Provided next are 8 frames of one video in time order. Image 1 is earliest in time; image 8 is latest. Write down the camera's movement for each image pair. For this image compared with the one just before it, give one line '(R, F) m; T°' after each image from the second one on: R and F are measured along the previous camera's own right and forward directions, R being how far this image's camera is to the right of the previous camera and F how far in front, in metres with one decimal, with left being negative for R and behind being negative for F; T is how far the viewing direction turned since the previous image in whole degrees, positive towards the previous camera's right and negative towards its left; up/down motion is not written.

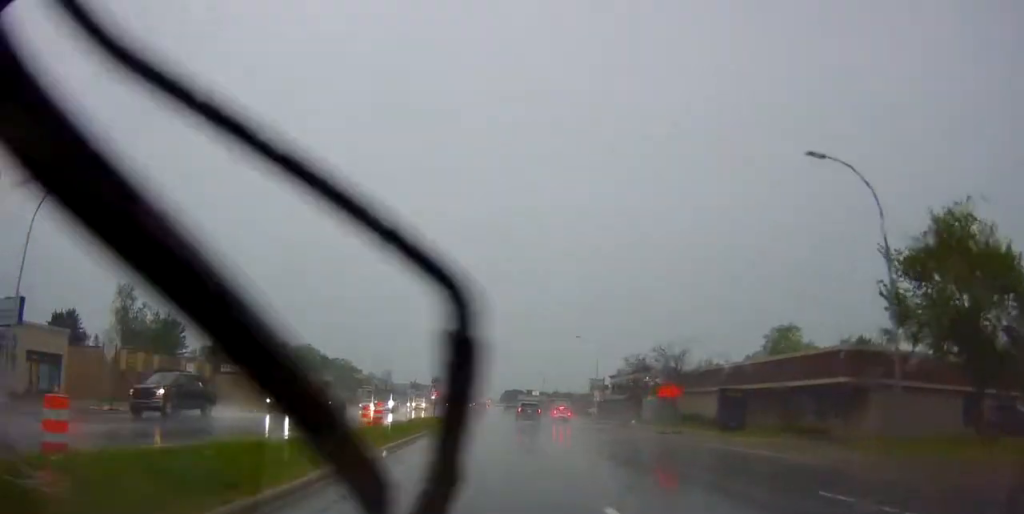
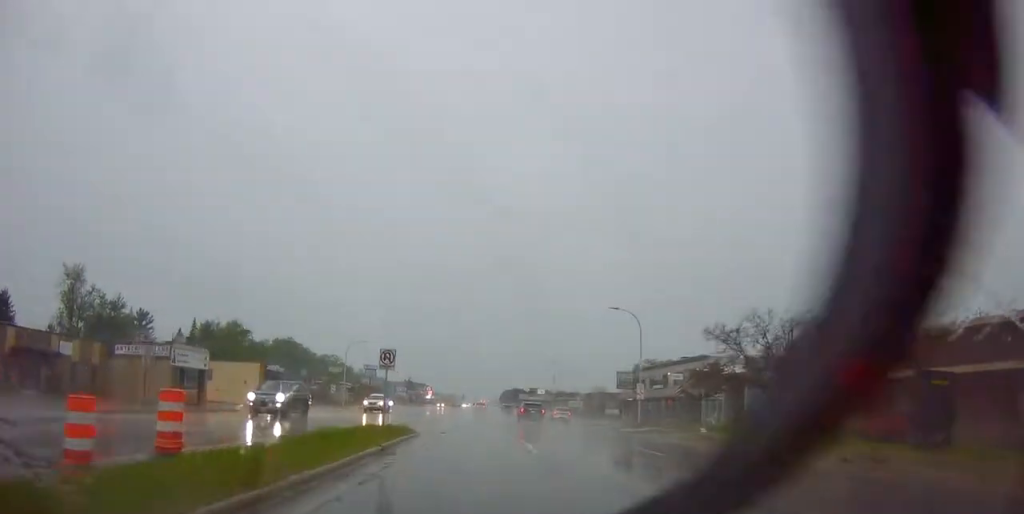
(-0.2, +19.0) m; +1°
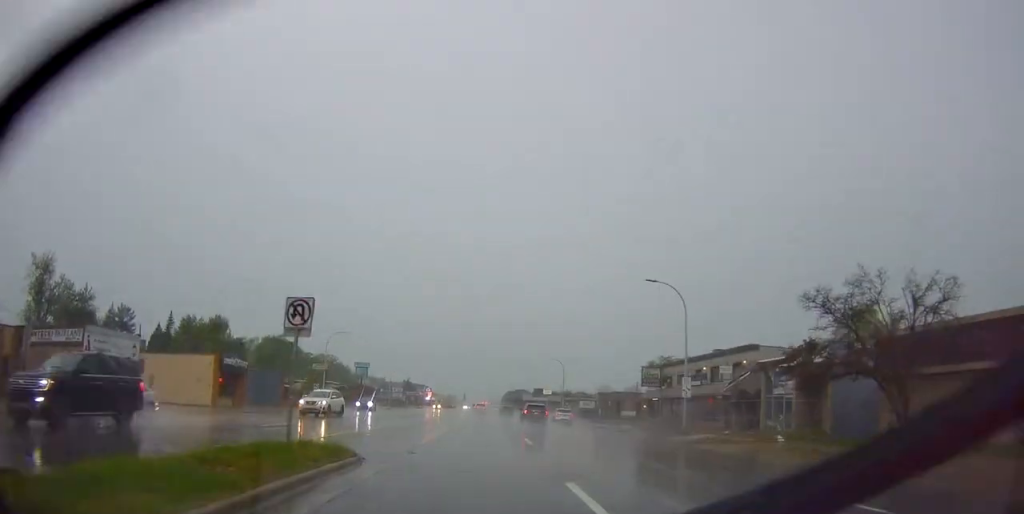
(+0.2, +10.5) m; +1°
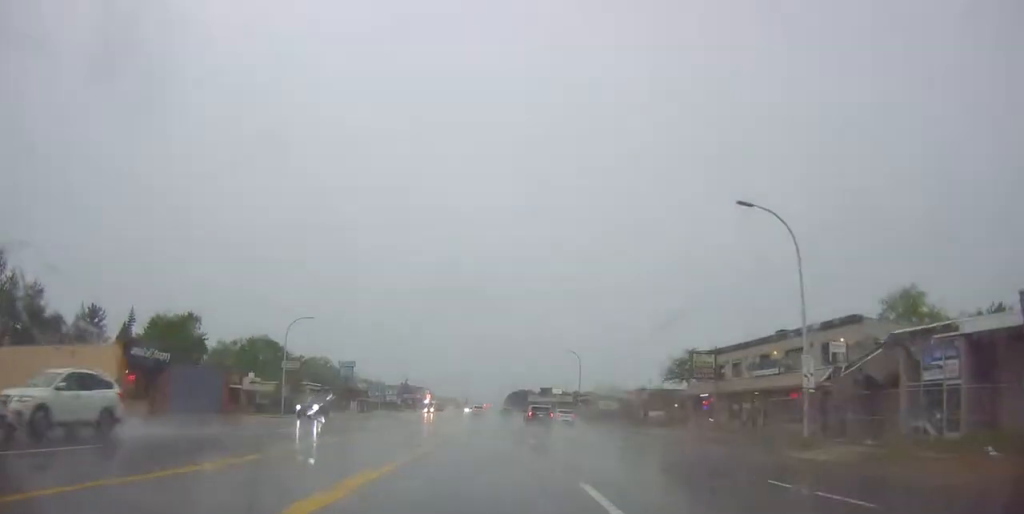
(0.0, +14.1) m; -1°
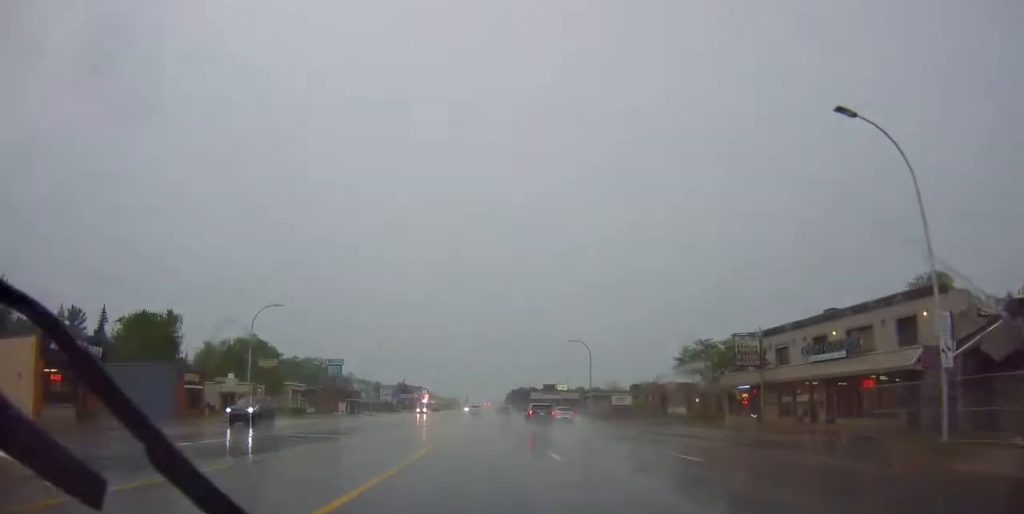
(0.0, +8.0) m; 0°
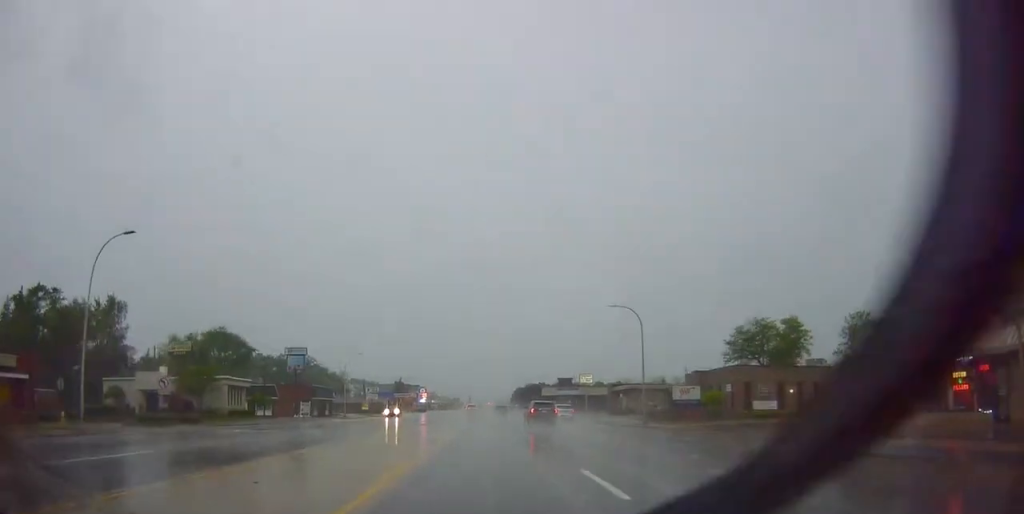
(-0.1, +21.5) m; +2°
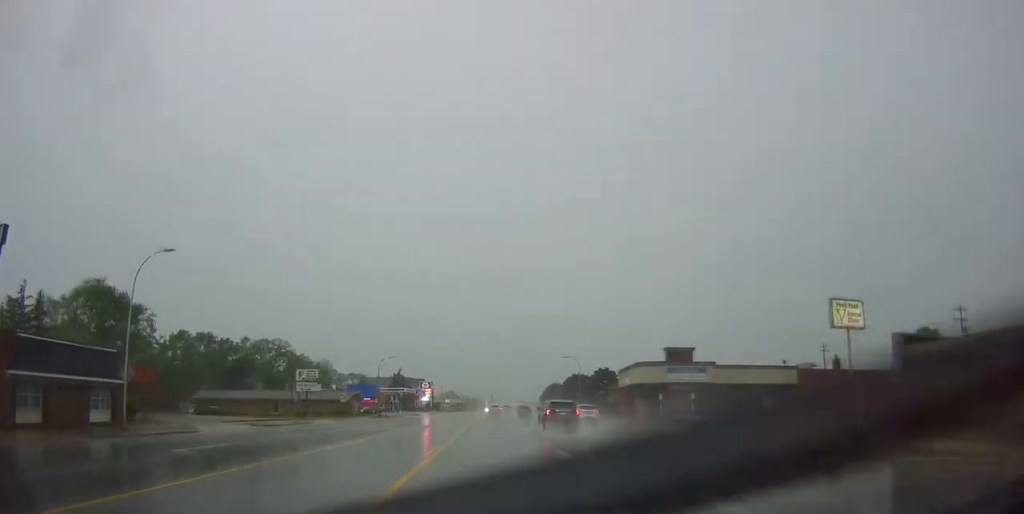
(+1.1, +55.9) m; -1°
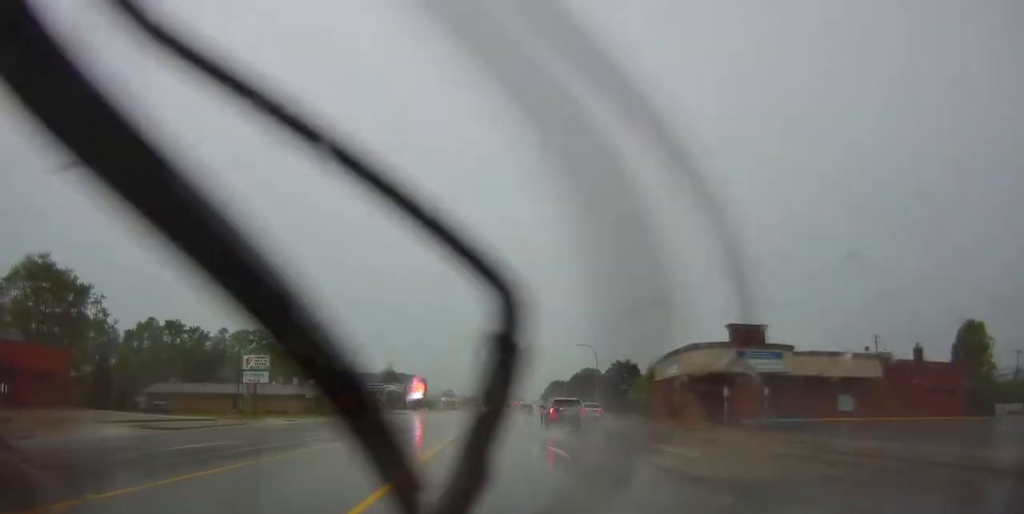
(0.0, +14.8) m; 0°
